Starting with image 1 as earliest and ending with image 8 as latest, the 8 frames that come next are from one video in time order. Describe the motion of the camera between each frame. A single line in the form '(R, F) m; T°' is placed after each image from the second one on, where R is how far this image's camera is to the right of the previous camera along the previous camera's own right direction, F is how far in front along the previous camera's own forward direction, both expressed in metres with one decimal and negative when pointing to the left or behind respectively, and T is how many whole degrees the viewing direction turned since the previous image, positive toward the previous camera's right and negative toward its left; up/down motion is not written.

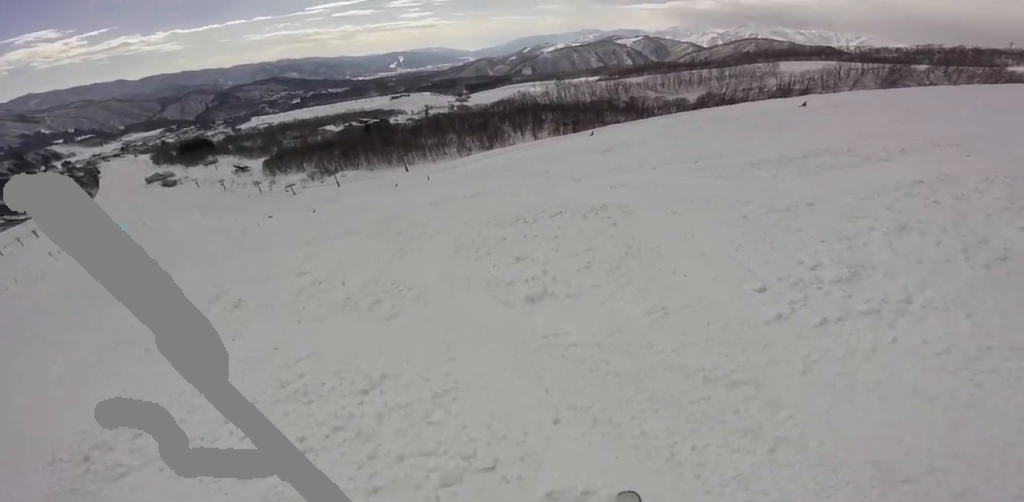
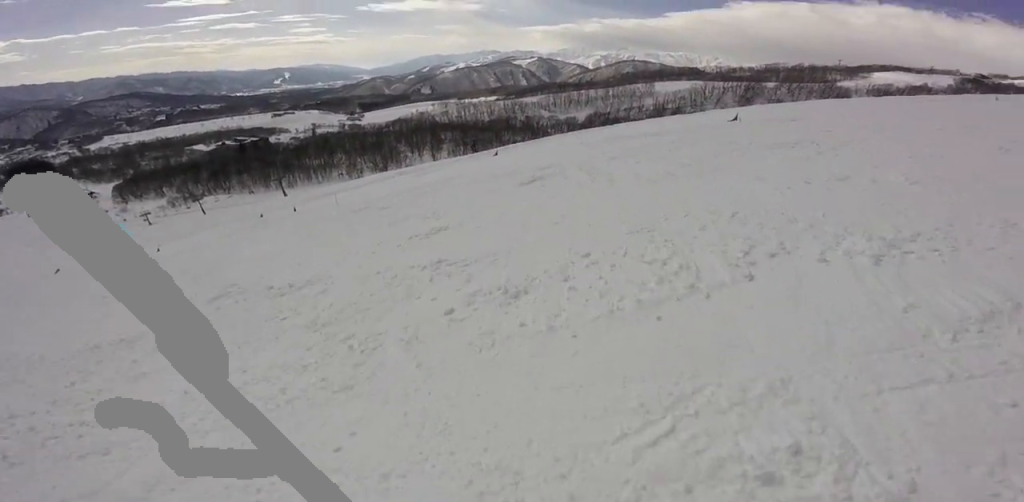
(+0.2, +5.5) m; -6°
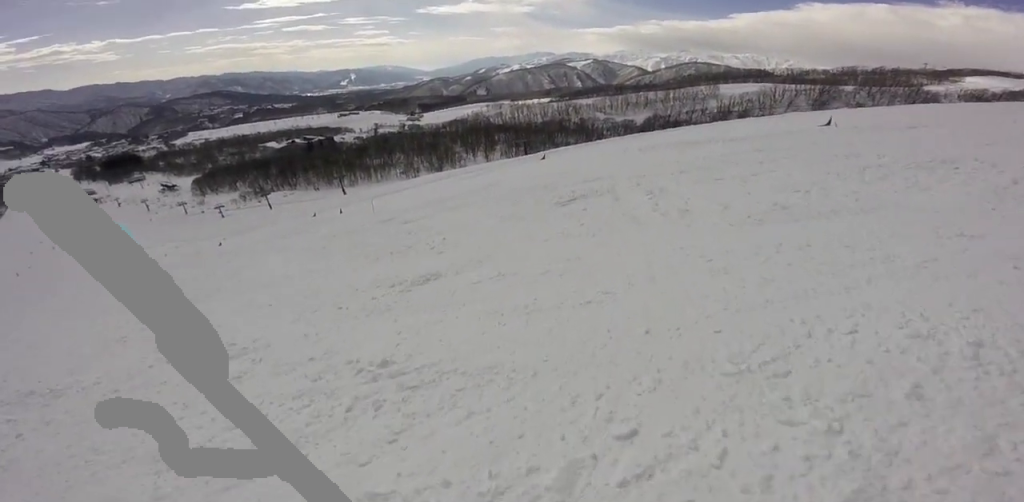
(+0.2, +2.0) m; -26°
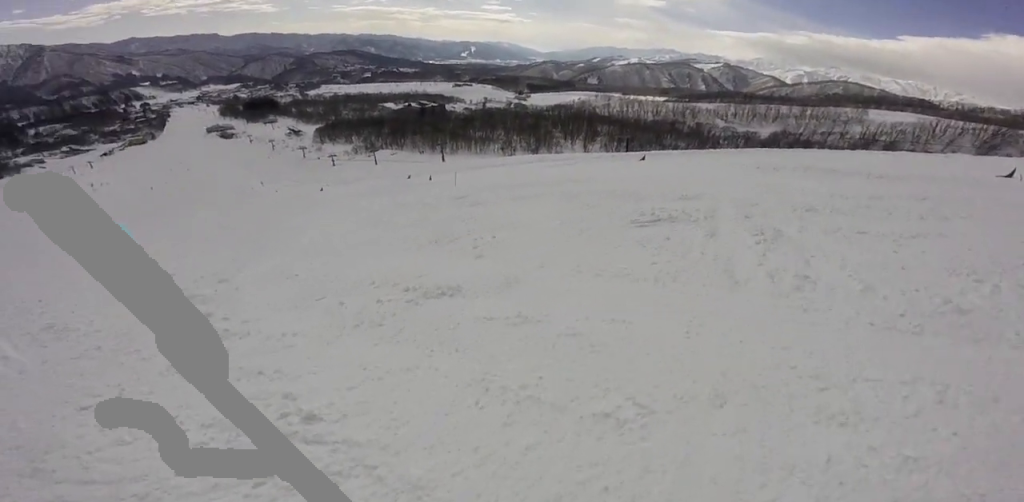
(-1.0, +0.8) m; -23°
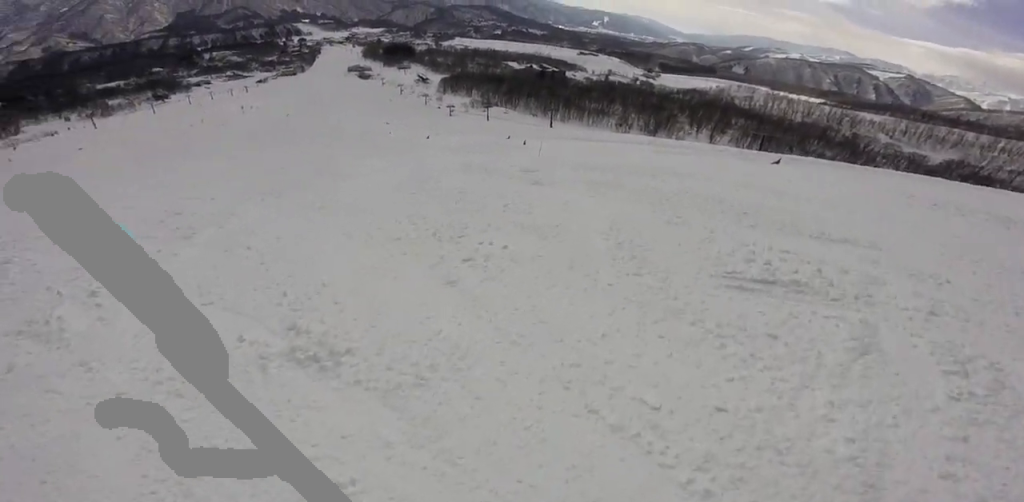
(-0.3, +3.0) m; -6°
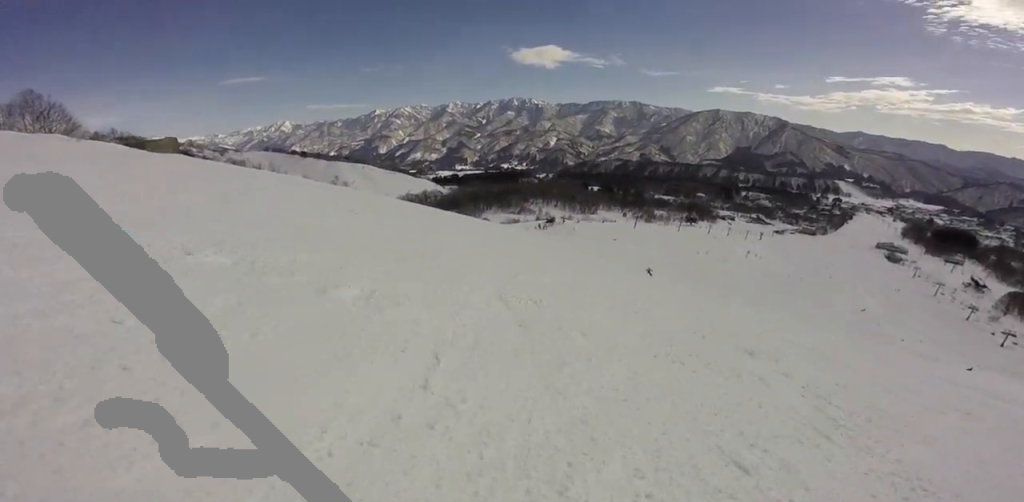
(-2.7, +8.3) m; -42°
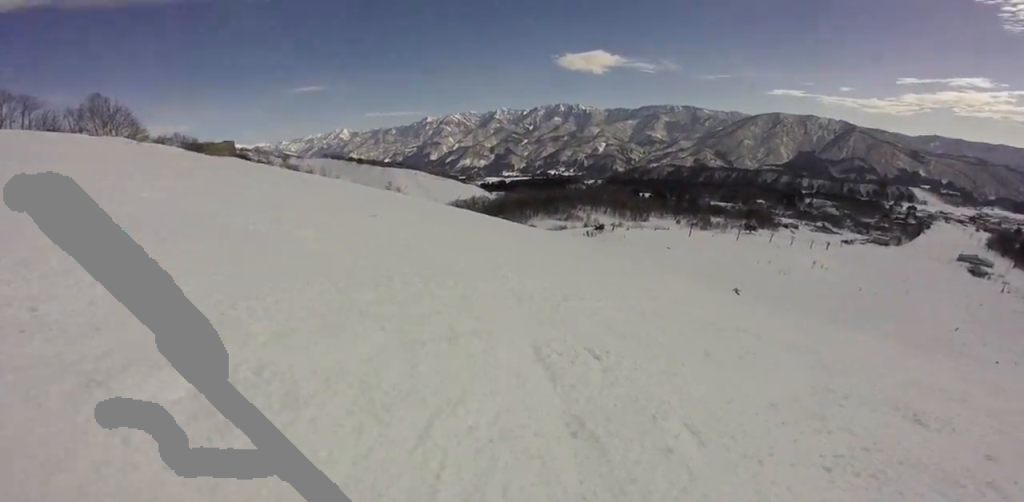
(-0.1, +2.3) m; -11°
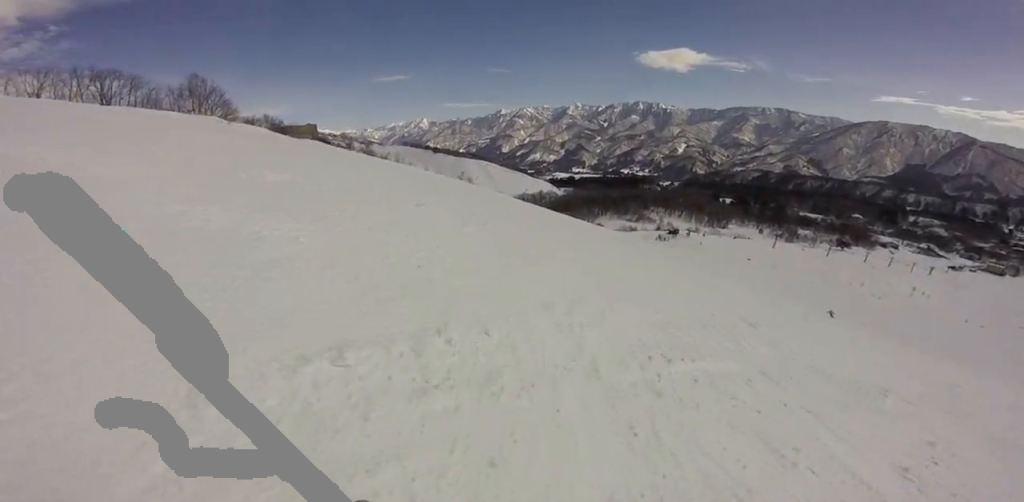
(+0.3, +2.3) m; -12°
